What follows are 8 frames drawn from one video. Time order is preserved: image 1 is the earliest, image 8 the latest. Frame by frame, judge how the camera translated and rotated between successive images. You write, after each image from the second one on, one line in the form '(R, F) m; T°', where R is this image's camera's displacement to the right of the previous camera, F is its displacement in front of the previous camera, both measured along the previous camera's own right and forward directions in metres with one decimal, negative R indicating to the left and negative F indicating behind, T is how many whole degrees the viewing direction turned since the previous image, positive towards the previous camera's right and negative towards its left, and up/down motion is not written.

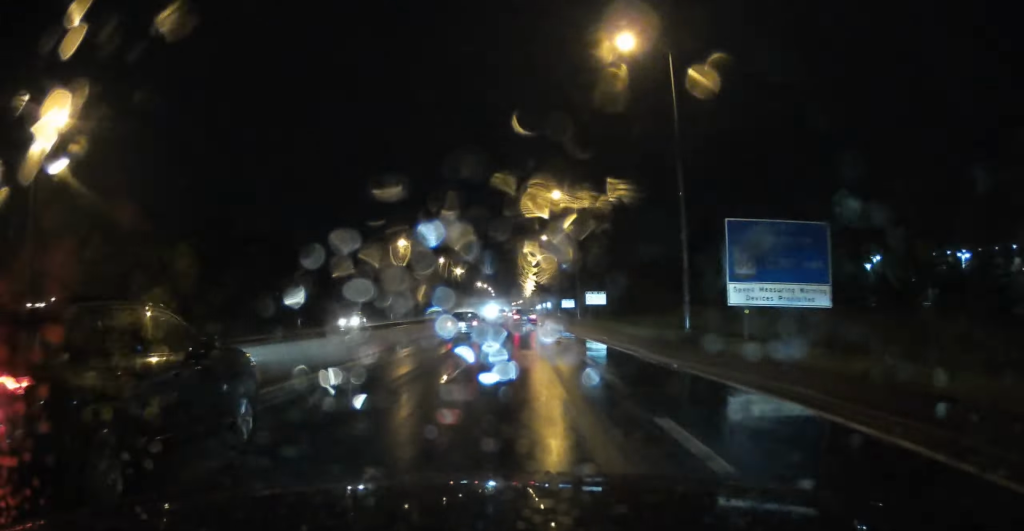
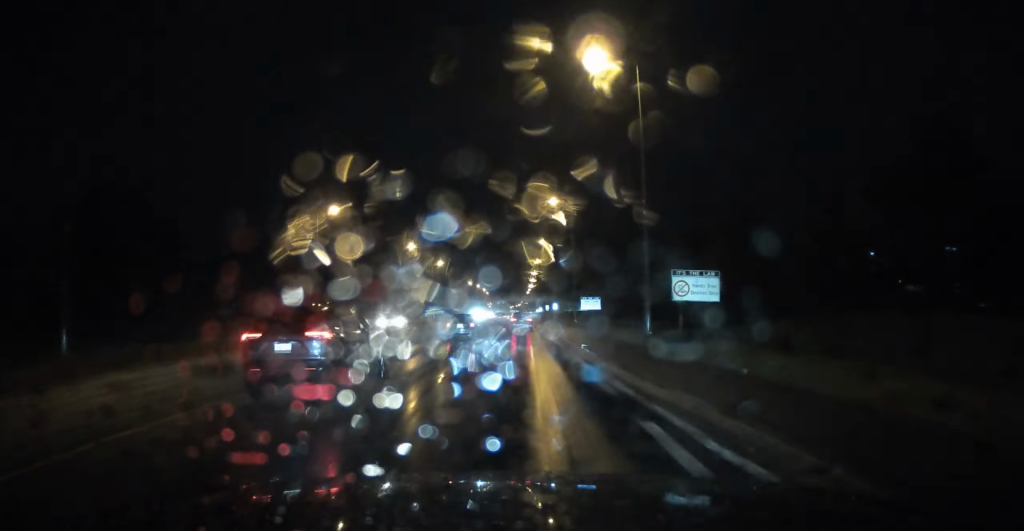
(+0.1, +49.7) m; 0°
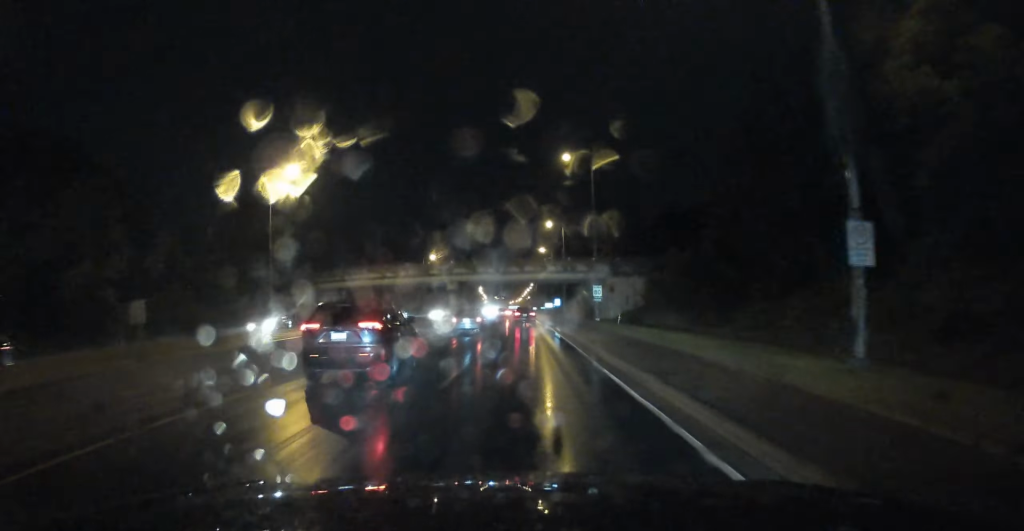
(-0.3, +122.7) m; 0°
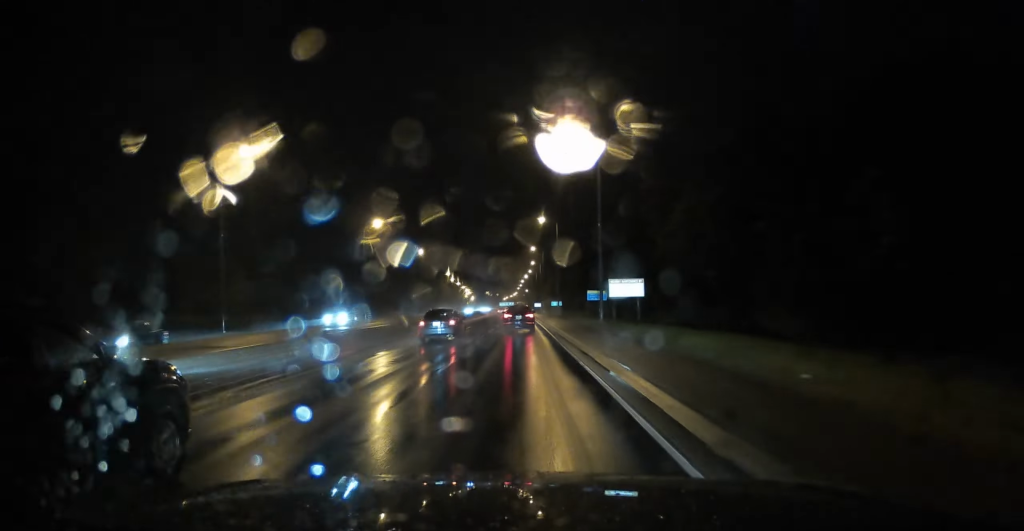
(+0.7, +162.4) m; 0°
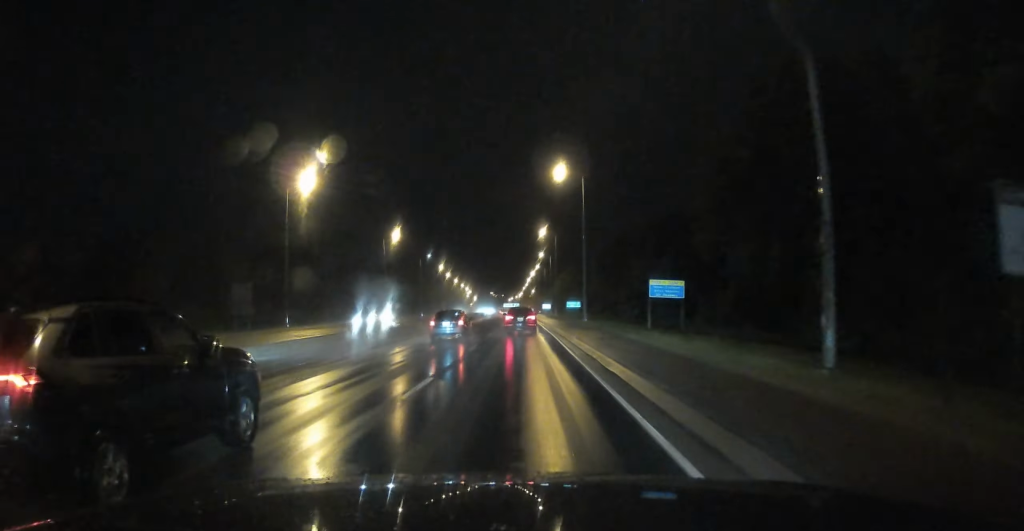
(0.0, +41.6) m; 0°
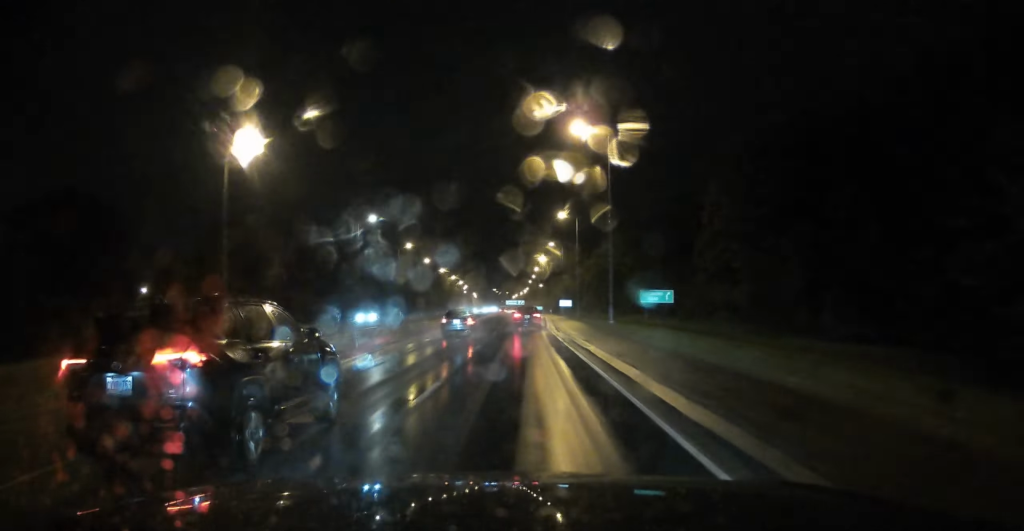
(-0.2, +74.9) m; -1°
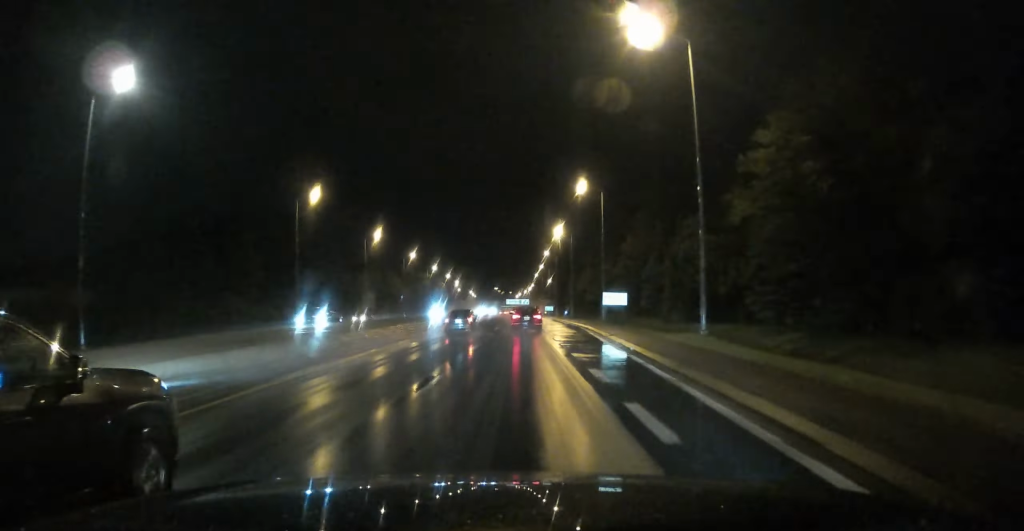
(-0.5, +68.3) m; -1°
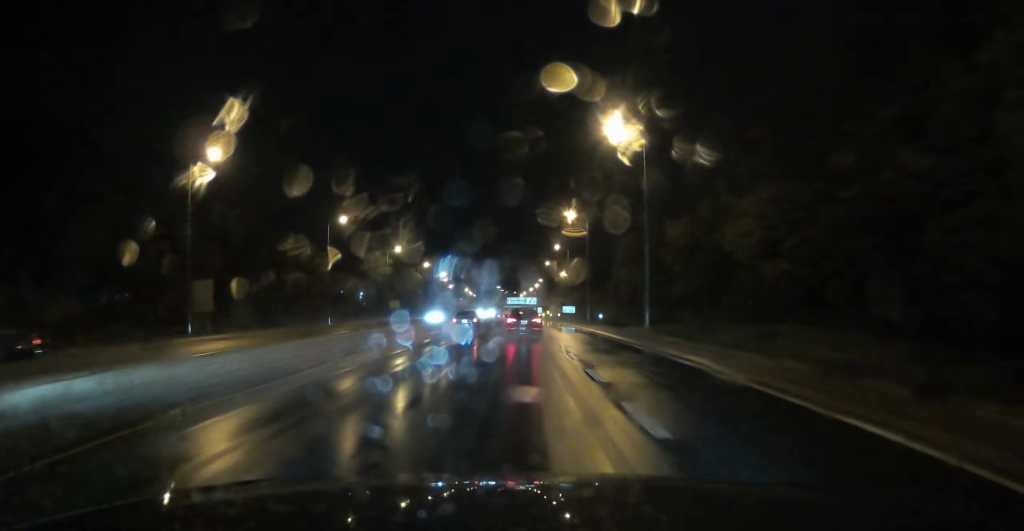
(-0.4, +68.2) m; 0°
